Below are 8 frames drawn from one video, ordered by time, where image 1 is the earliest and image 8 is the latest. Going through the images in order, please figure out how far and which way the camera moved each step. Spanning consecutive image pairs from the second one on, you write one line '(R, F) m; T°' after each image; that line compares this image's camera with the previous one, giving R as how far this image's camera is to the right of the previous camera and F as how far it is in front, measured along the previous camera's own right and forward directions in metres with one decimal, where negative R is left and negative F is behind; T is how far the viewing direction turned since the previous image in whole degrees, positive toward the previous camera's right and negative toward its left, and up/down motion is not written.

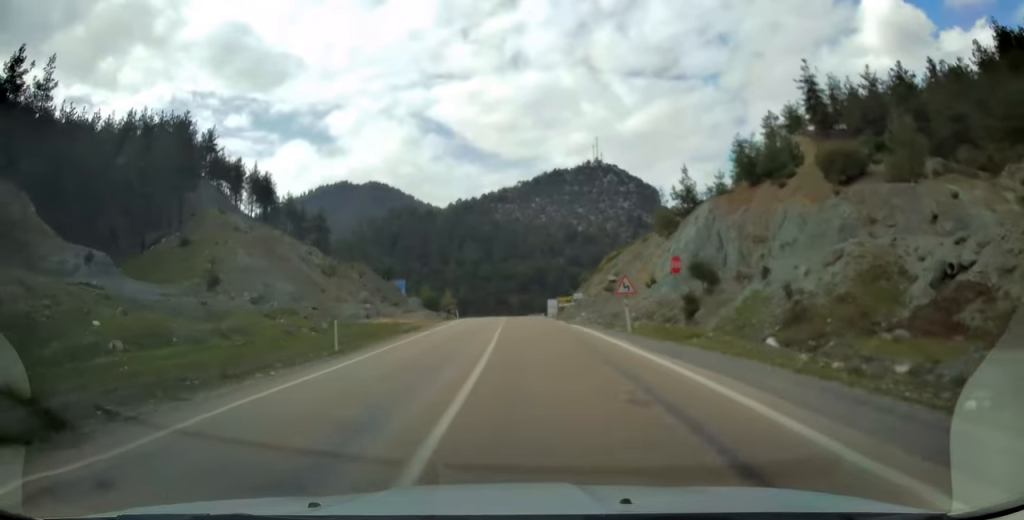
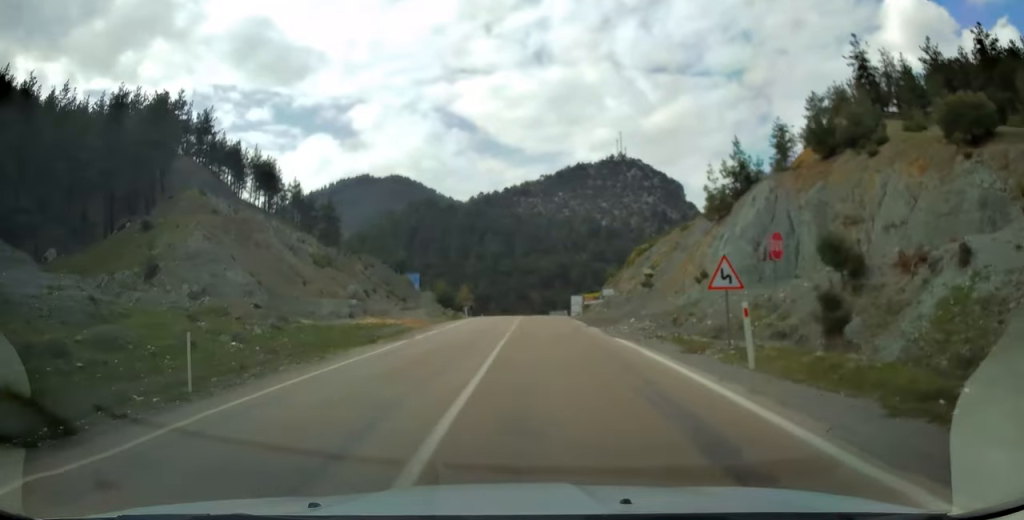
(-0.5, +10.5) m; -2°
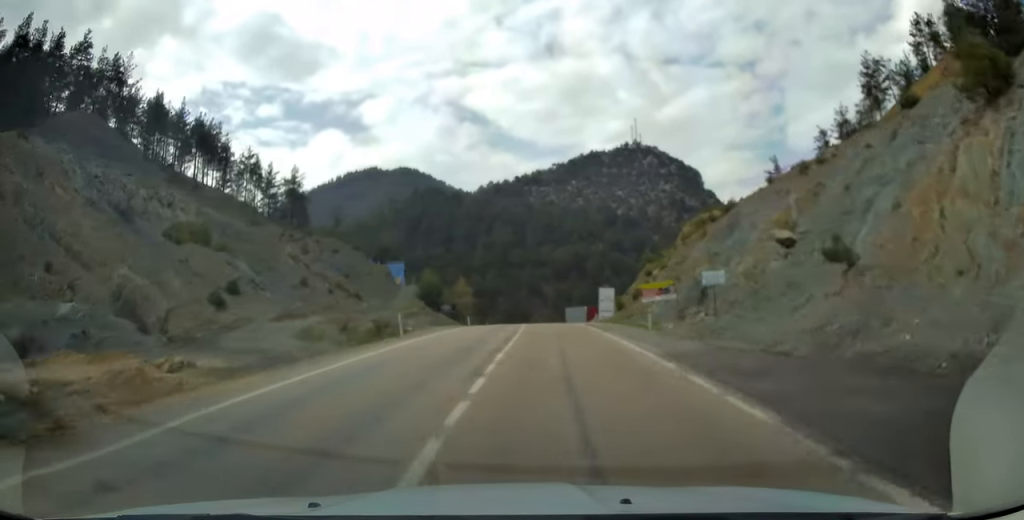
(-1.3, +31.7) m; -3°
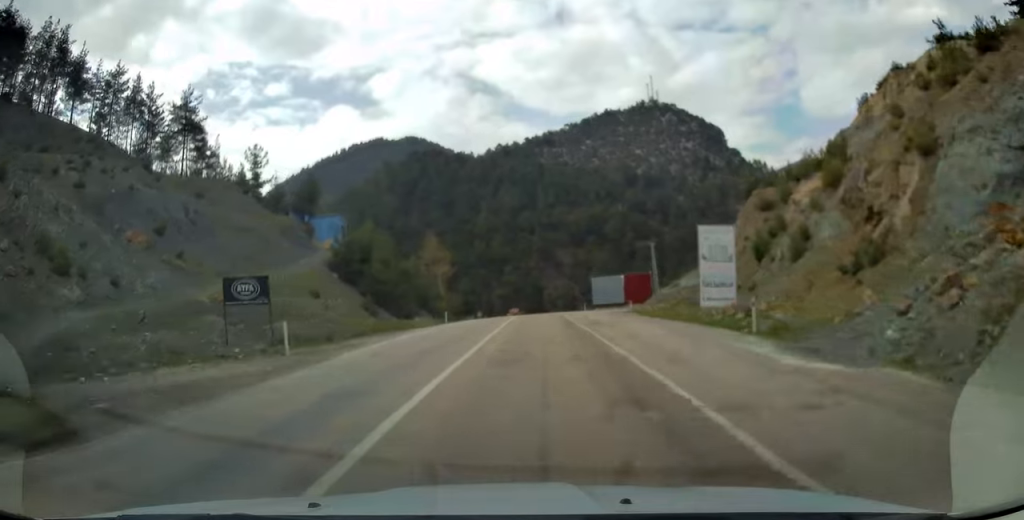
(-0.3, +47.3) m; -1°
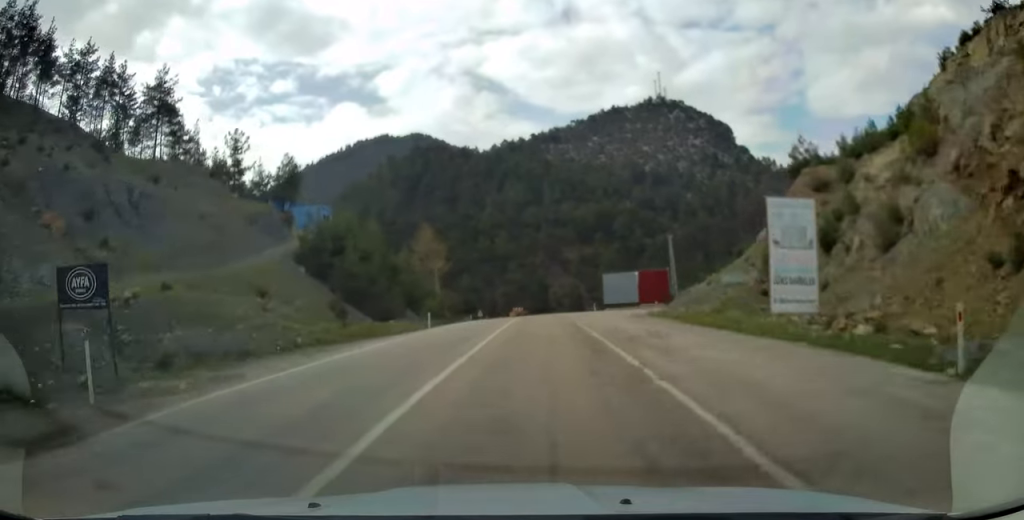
(0.0, +8.3) m; 0°
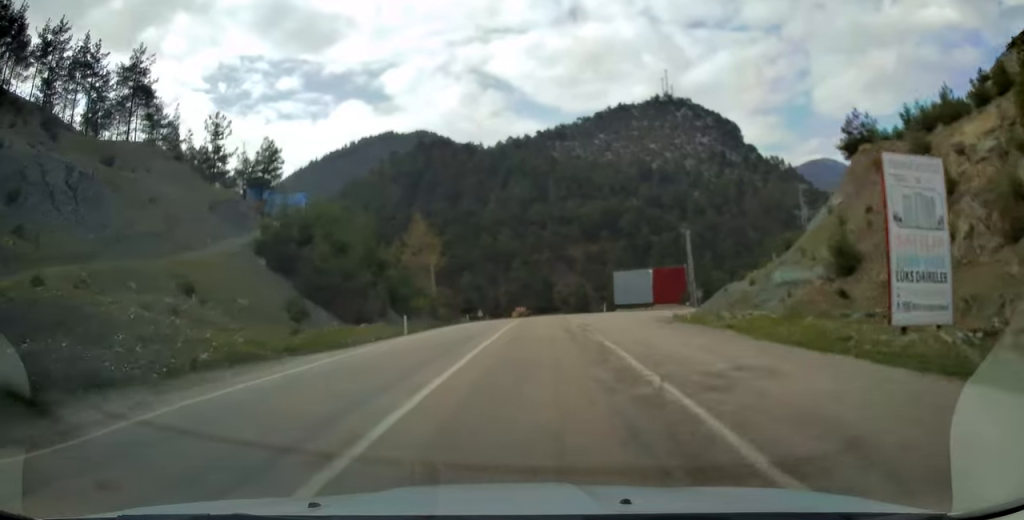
(-0.1, +7.5) m; 0°
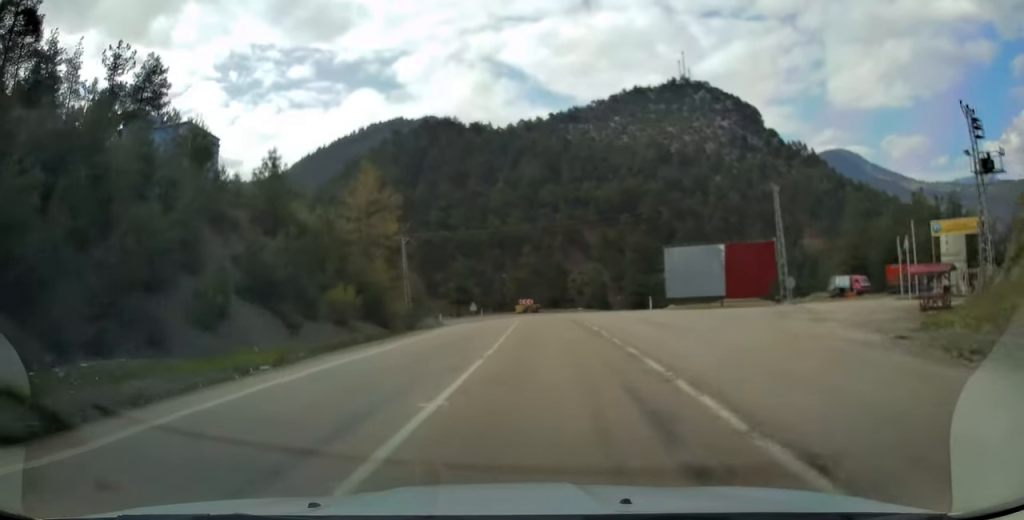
(-0.2, +25.9) m; -1°
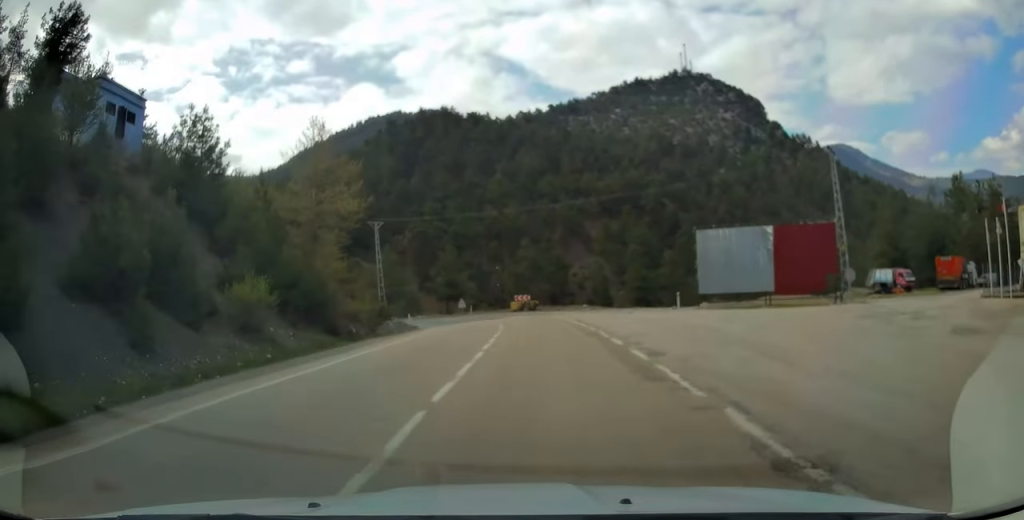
(0.0, +10.7) m; -1°
